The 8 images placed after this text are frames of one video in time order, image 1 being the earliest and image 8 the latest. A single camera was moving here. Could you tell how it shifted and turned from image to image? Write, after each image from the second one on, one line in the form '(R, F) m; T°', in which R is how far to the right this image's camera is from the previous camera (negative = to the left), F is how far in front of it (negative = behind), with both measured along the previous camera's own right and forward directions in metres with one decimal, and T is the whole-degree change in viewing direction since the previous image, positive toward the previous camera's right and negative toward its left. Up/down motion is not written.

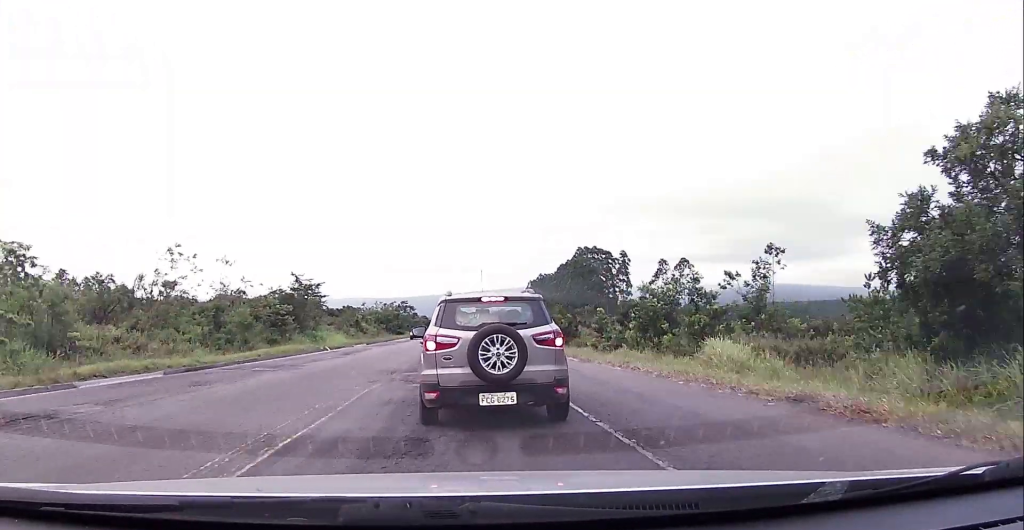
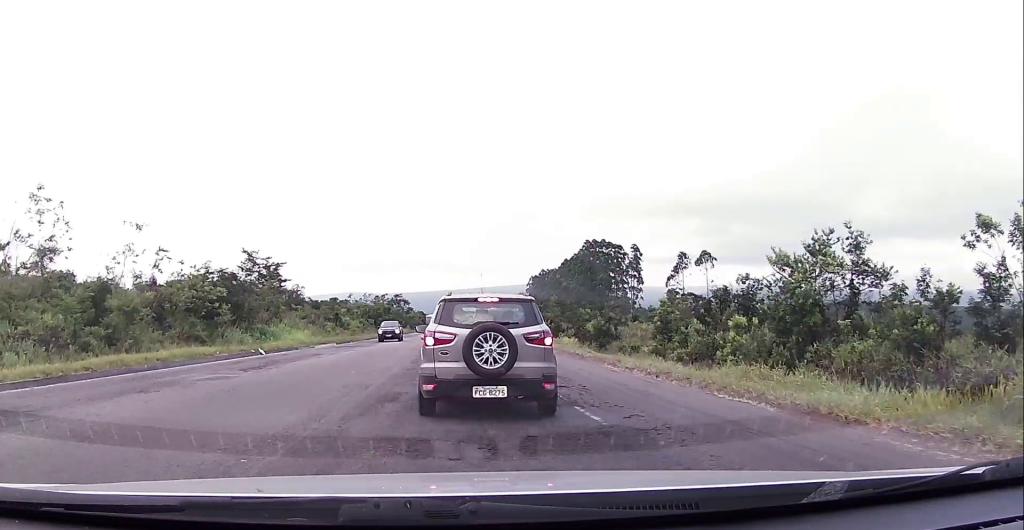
(+0.8, +15.6) m; +3°
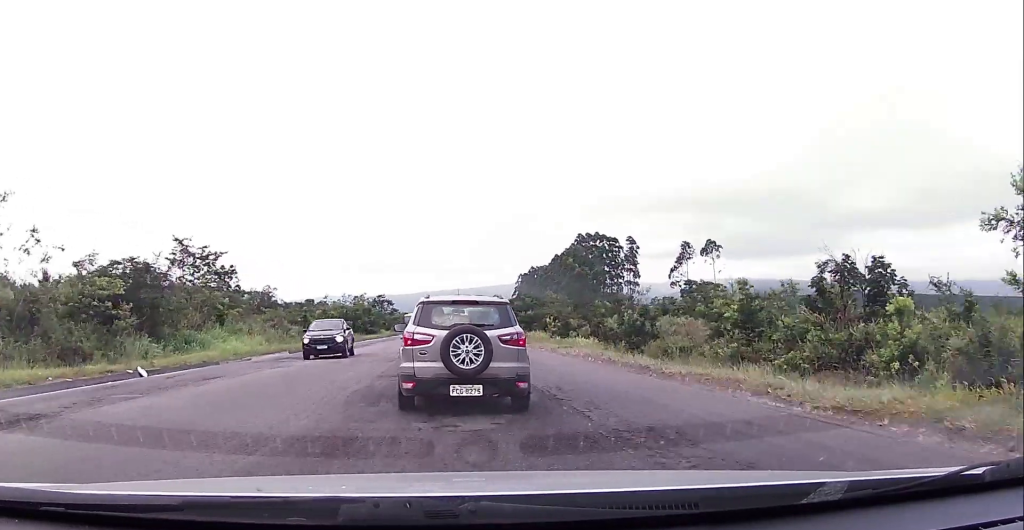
(-0.1, +11.0) m; -2°
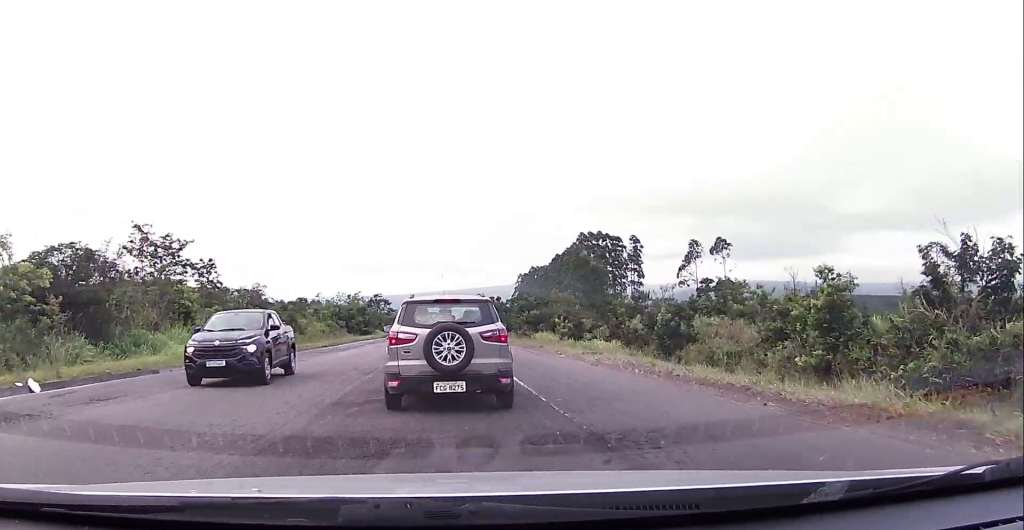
(-0.2, +5.6) m; 0°
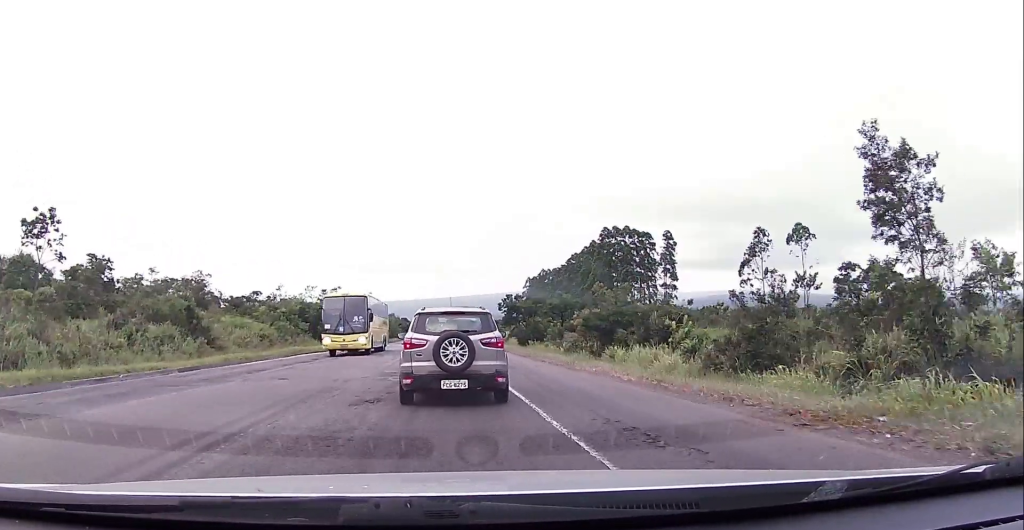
(+0.7, +27.1) m; +2°
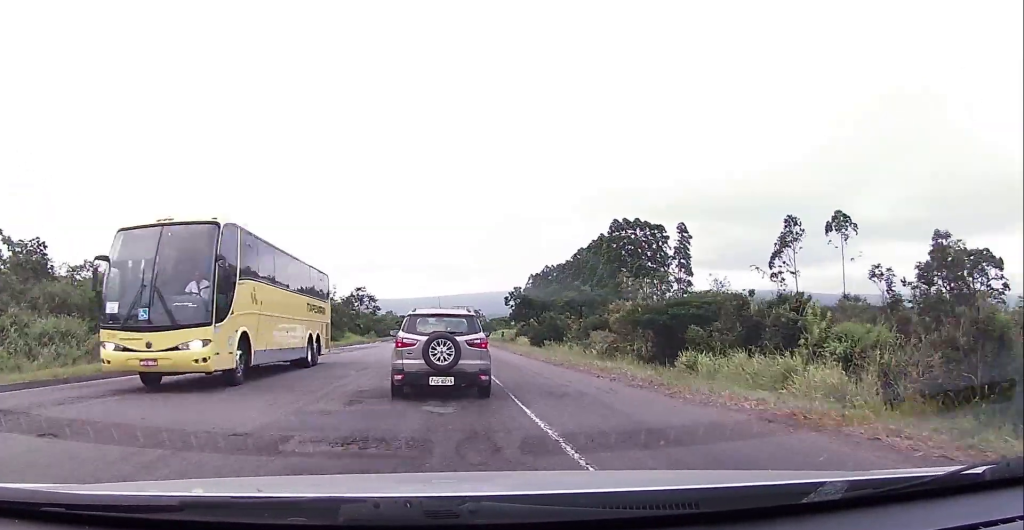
(-0.1, +10.6) m; -1°
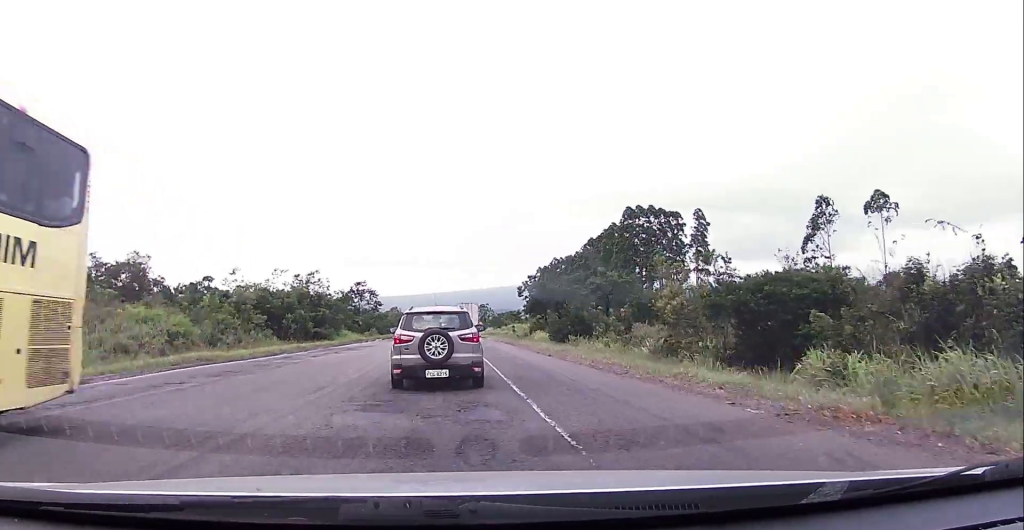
(0.0, +8.2) m; -1°
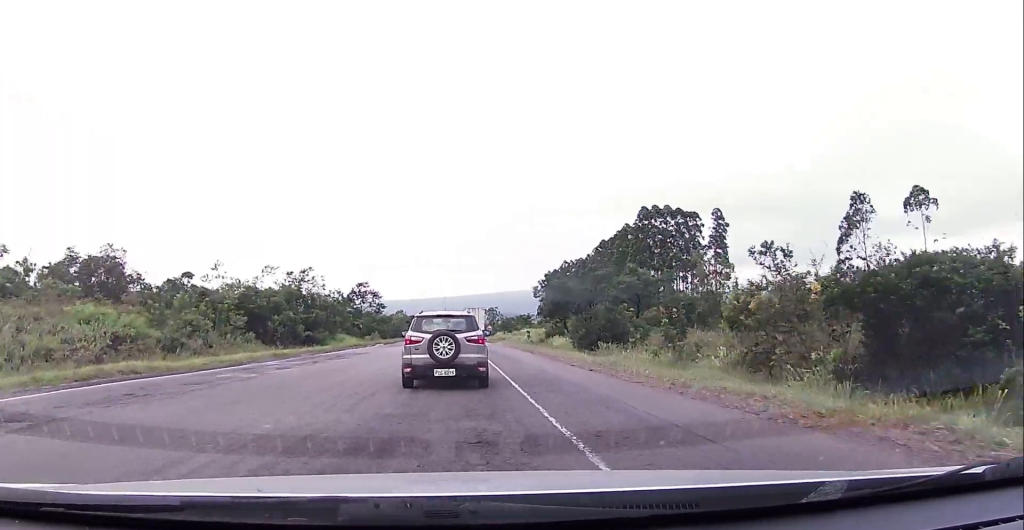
(0.0, +7.0) m; 0°
